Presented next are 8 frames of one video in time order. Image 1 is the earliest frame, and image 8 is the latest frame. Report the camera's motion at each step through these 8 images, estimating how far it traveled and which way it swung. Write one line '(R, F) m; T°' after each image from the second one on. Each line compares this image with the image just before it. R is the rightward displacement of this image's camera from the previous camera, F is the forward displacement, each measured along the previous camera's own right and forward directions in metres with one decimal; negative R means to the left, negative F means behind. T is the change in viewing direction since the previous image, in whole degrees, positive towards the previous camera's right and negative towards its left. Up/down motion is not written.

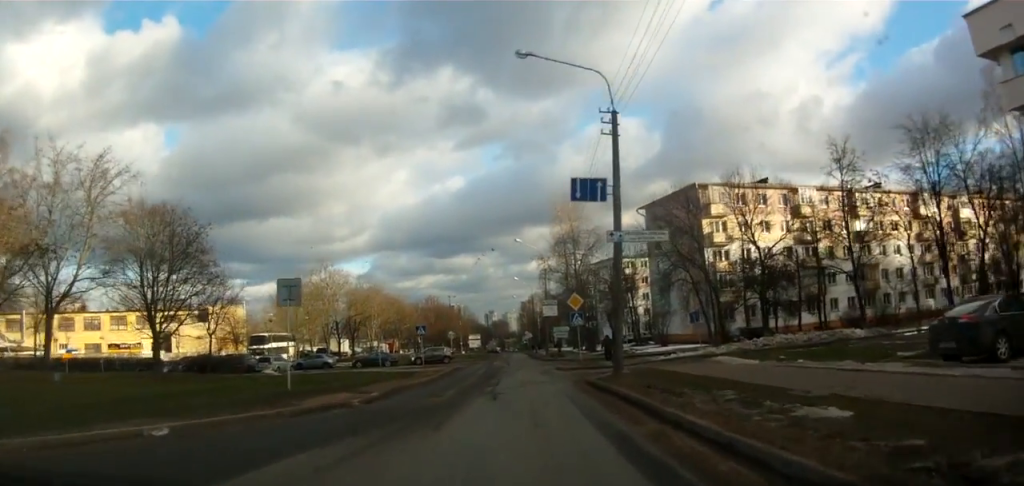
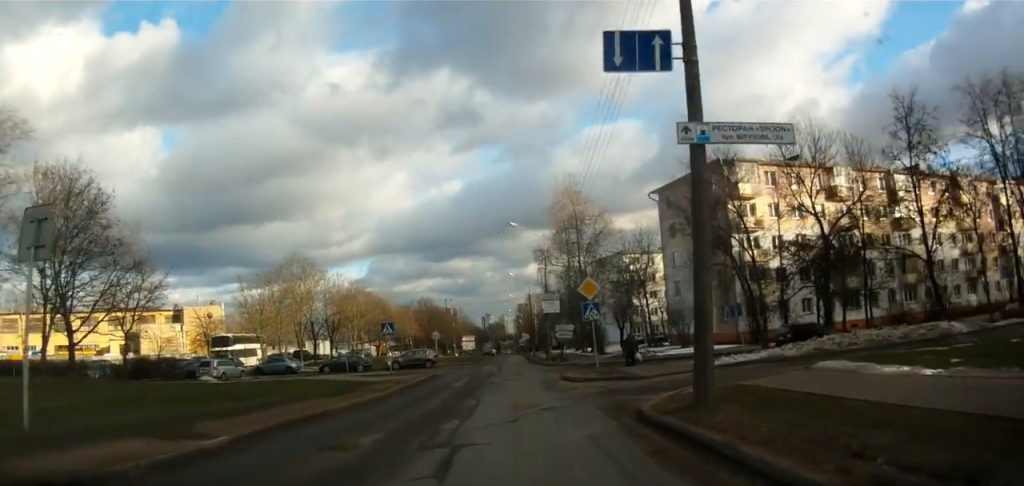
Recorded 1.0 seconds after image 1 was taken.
(-0.1, +8.7) m; -1°
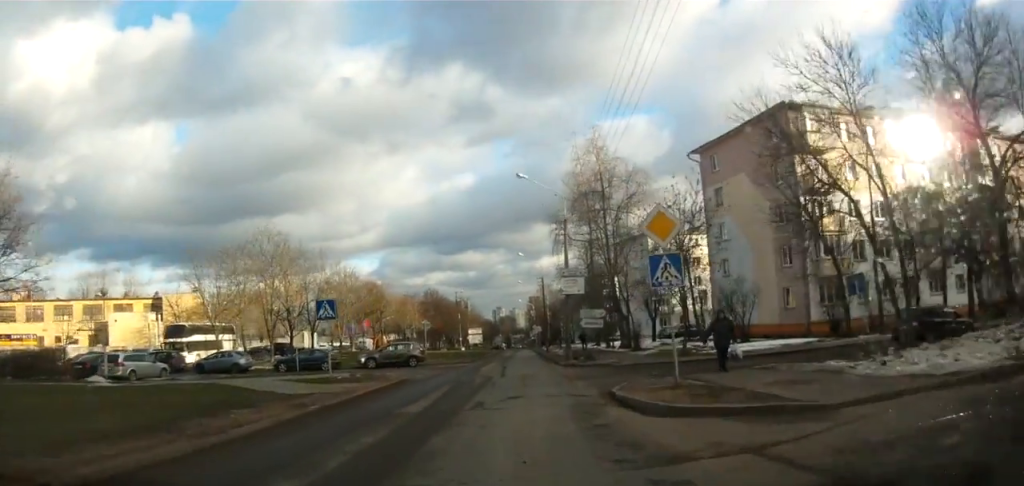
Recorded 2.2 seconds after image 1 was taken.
(0.0, +10.8) m; +1°
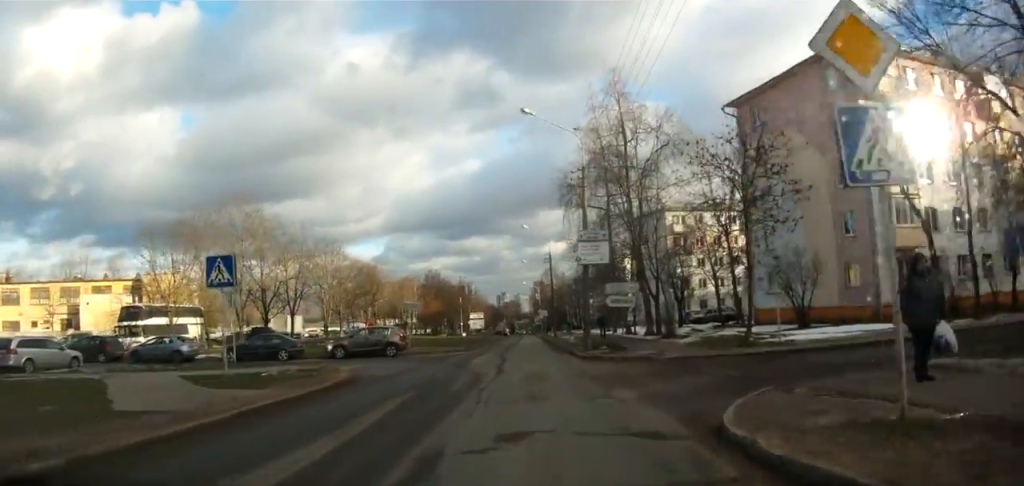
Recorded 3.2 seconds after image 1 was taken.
(+0.1, +7.4) m; +3°
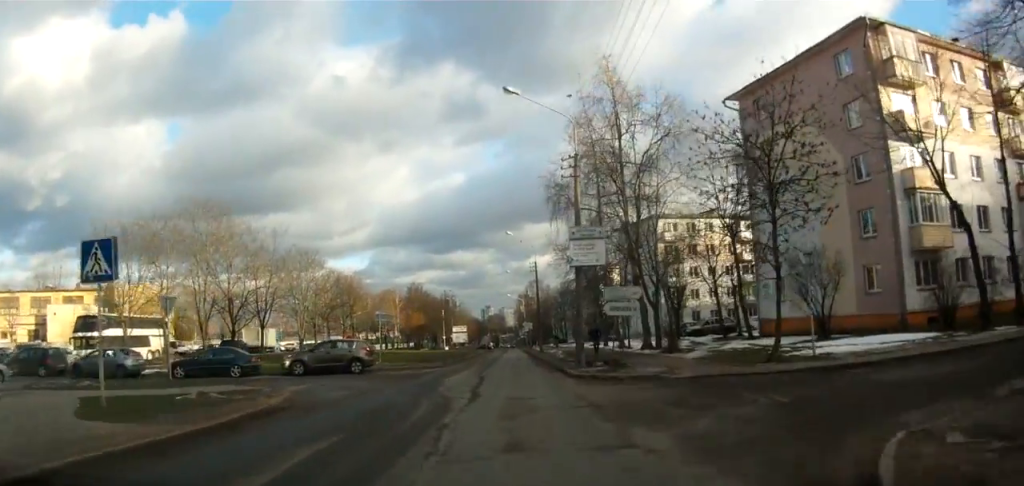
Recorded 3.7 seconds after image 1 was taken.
(0.0, +3.7) m; +7°
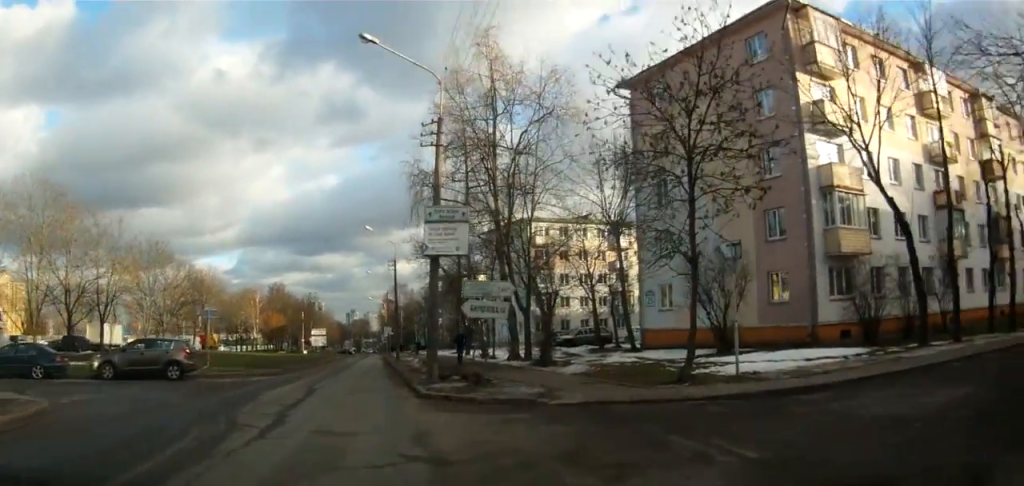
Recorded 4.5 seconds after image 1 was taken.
(+0.6, +4.6) m; +13°
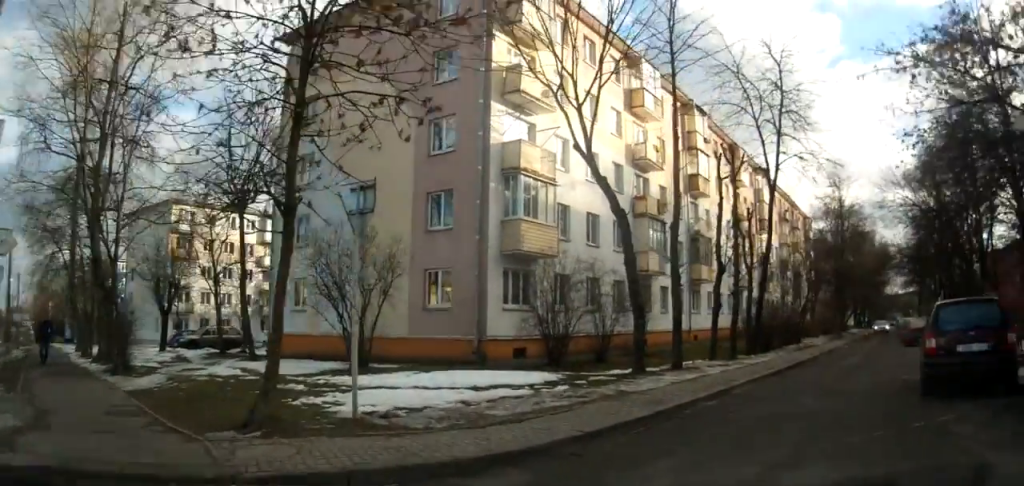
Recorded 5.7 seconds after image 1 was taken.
(+1.0, +5.9) m; +20°
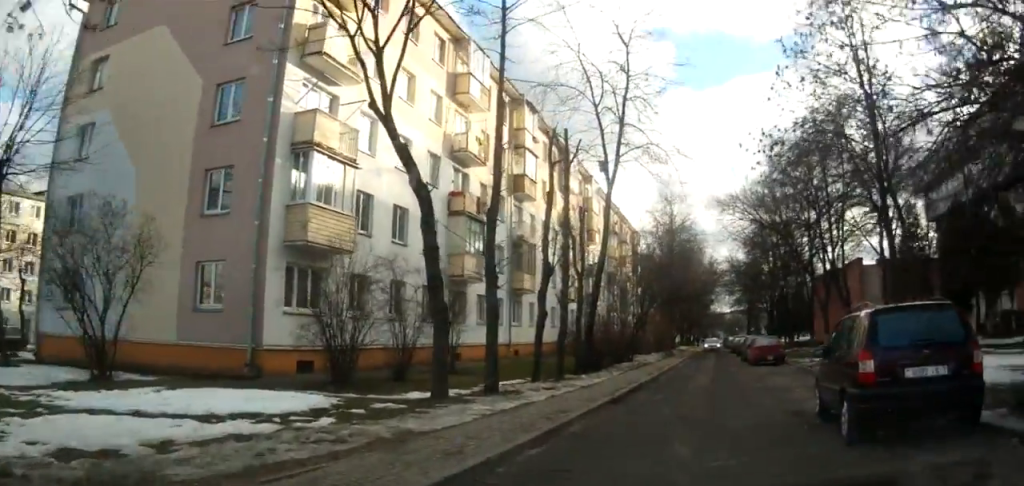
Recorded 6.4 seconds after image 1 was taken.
(+0.4, +3.1) m; +15°
